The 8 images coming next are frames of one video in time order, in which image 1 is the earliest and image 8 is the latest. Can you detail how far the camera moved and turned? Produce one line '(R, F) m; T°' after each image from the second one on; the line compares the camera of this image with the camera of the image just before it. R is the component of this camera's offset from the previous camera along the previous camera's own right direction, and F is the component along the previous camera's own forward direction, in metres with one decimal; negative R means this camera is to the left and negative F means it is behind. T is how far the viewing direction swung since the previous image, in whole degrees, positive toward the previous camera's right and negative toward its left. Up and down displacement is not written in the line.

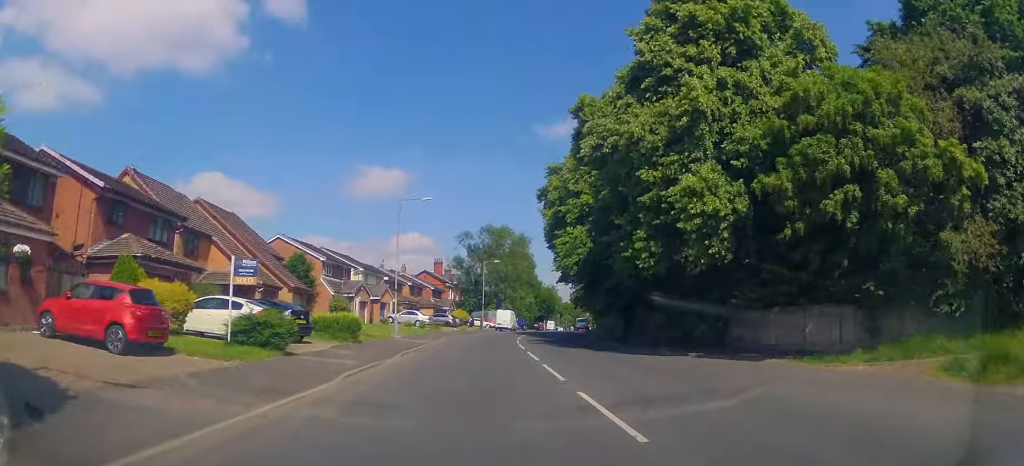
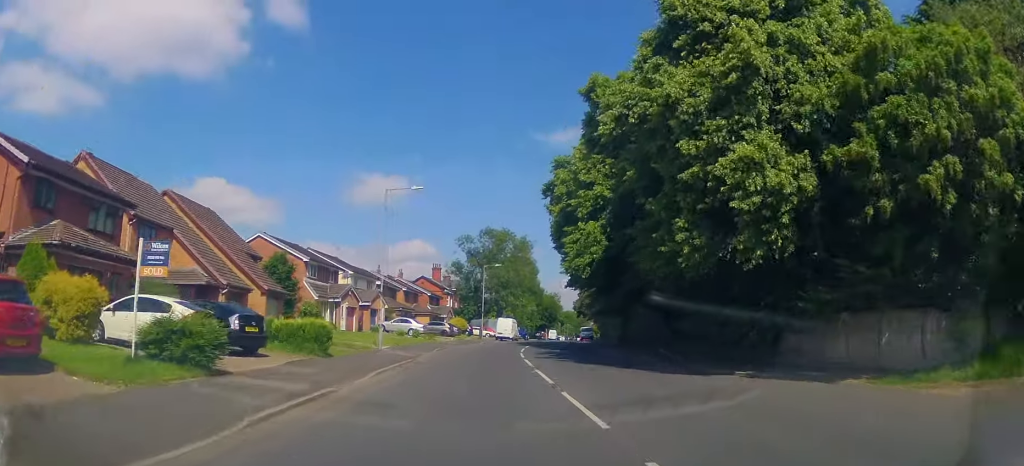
(+0.1, +4.5) m; 0°
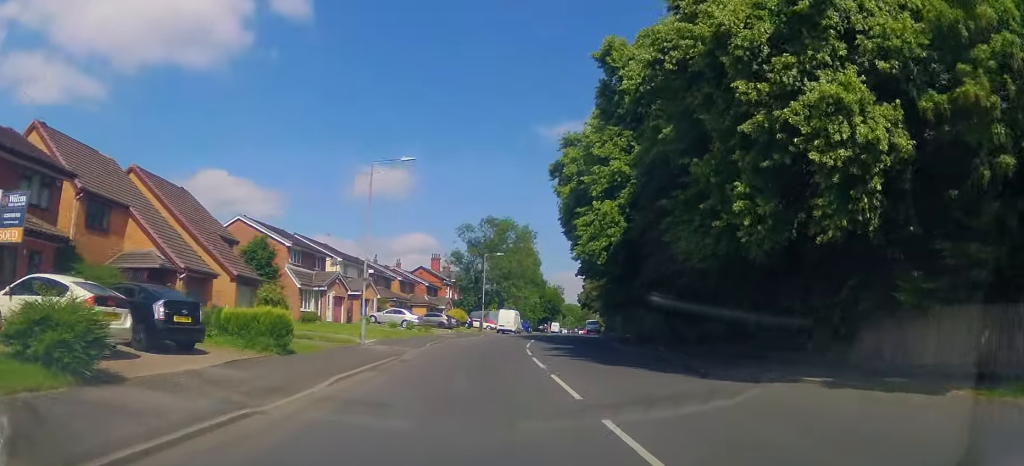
(-0.1, +4.2) m; -1°
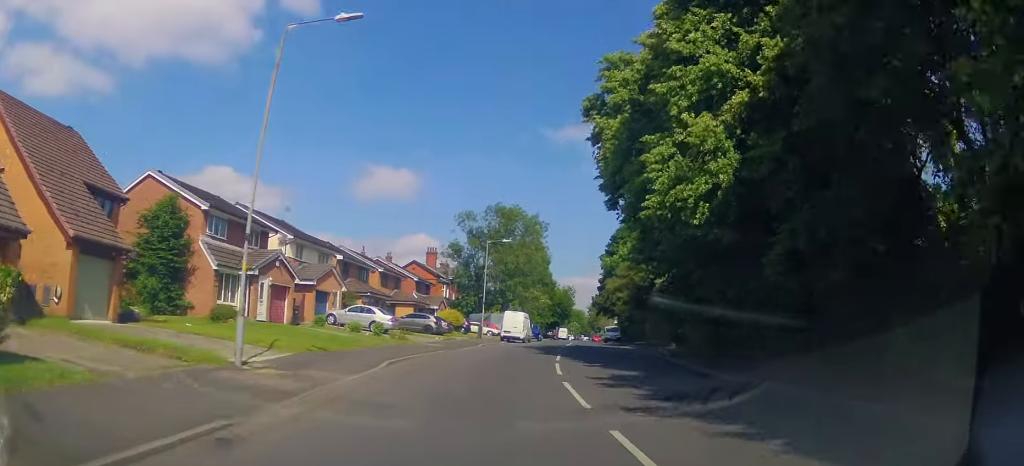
(-0.3, +12.9) m; +1°
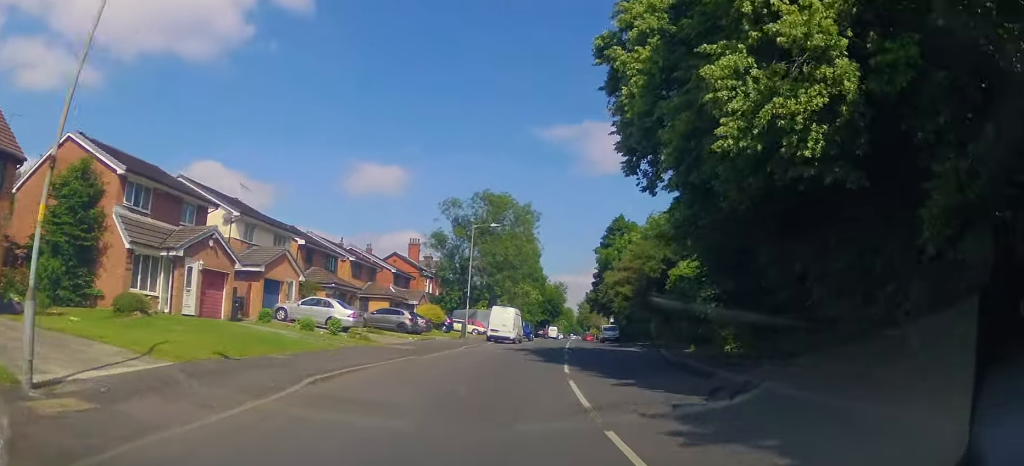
(+0.2, +6.3) m; +2°
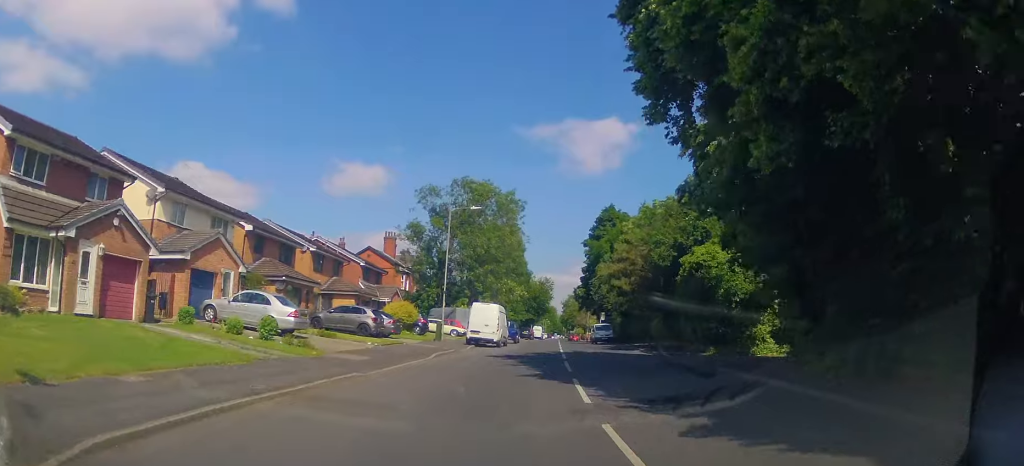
(+0.1, +5.8) m; +2°
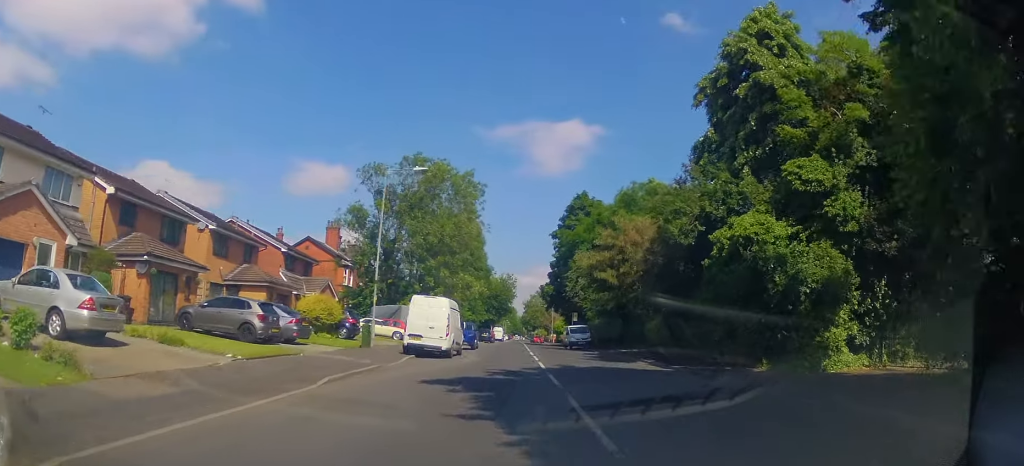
(+0.1, +9.8) m; +2°
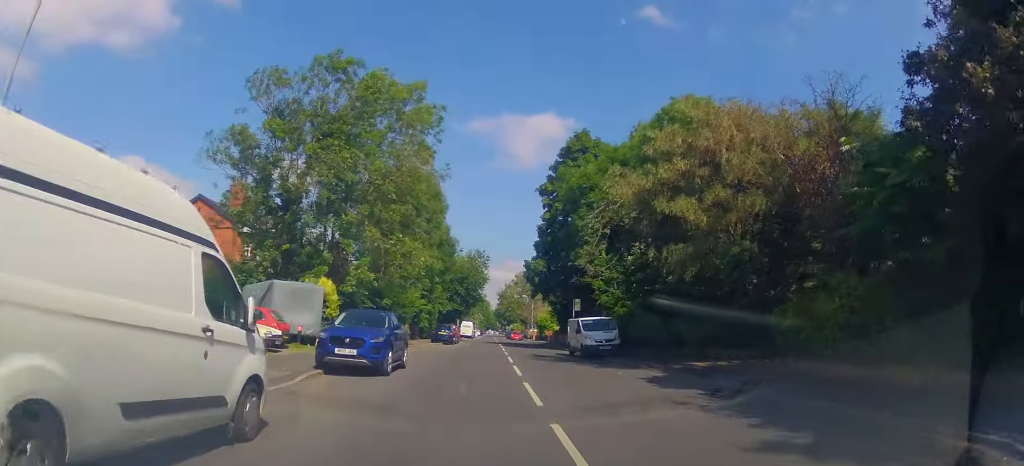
(+0.9, +20.6) m; +3°
